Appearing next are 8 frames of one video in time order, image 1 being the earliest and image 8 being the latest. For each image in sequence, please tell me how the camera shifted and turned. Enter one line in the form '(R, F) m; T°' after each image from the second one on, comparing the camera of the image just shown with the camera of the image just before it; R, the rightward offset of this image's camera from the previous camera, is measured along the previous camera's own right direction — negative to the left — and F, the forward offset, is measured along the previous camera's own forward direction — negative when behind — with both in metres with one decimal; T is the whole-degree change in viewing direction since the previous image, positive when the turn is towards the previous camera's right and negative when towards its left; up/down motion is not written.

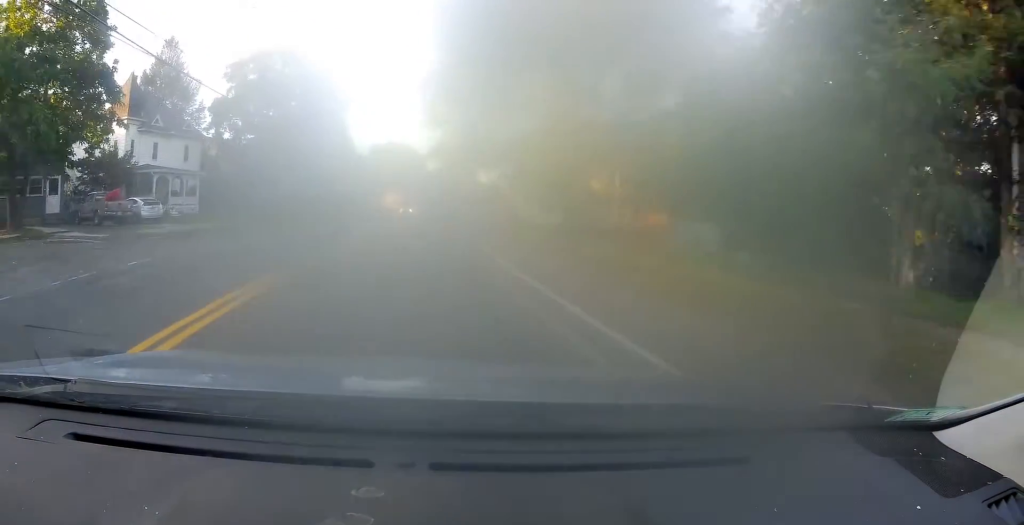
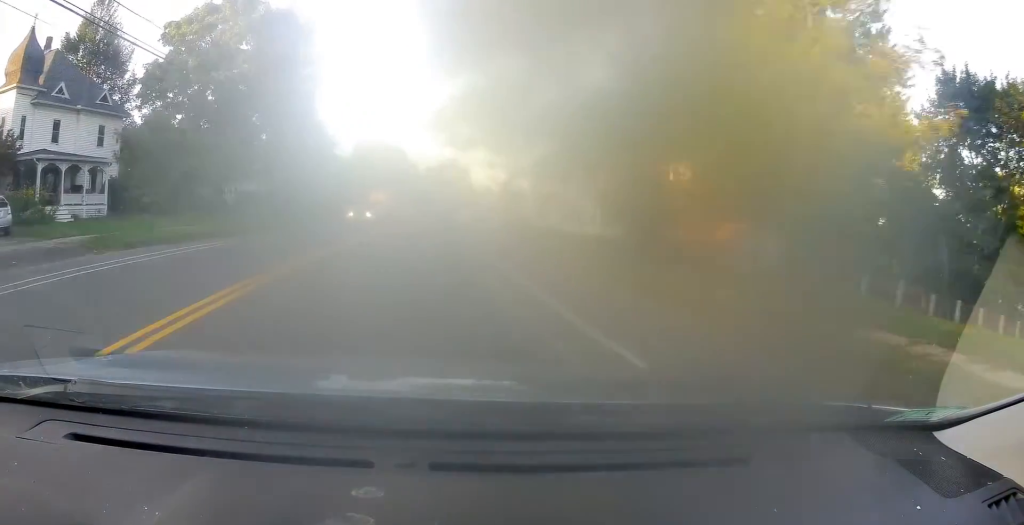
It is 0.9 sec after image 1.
(+0.1, +14.3) m; +1°
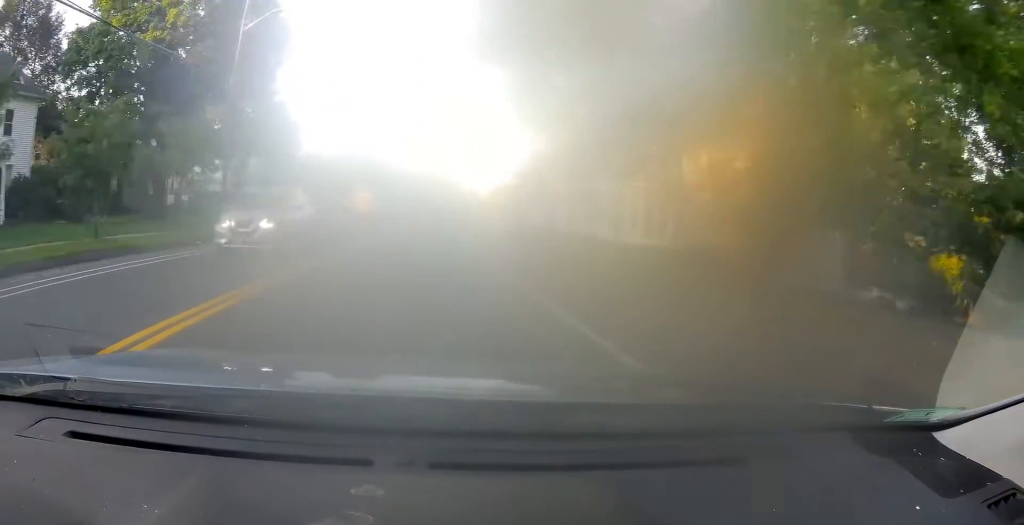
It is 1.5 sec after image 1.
(+0.1, +8.8) m; +1°
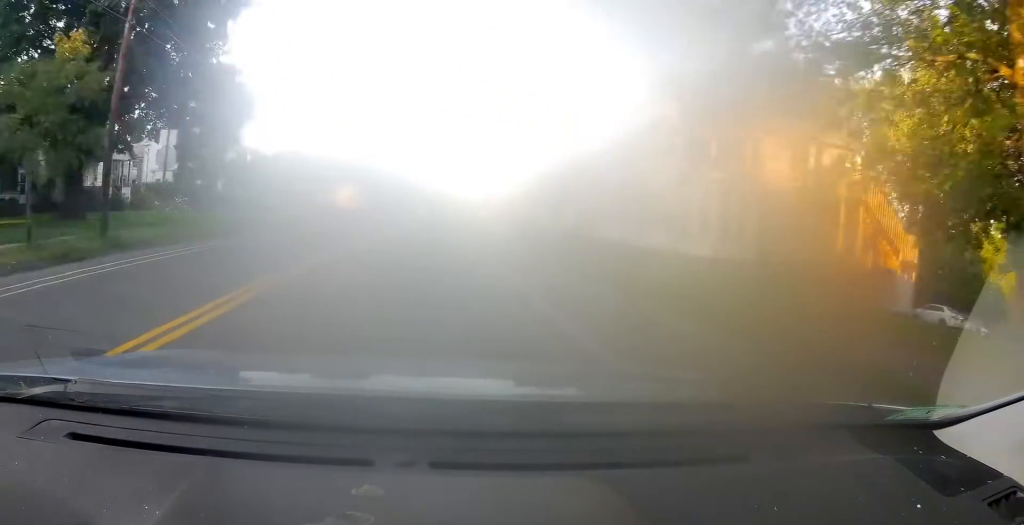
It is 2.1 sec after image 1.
(0.0, +8.9) m; +1°
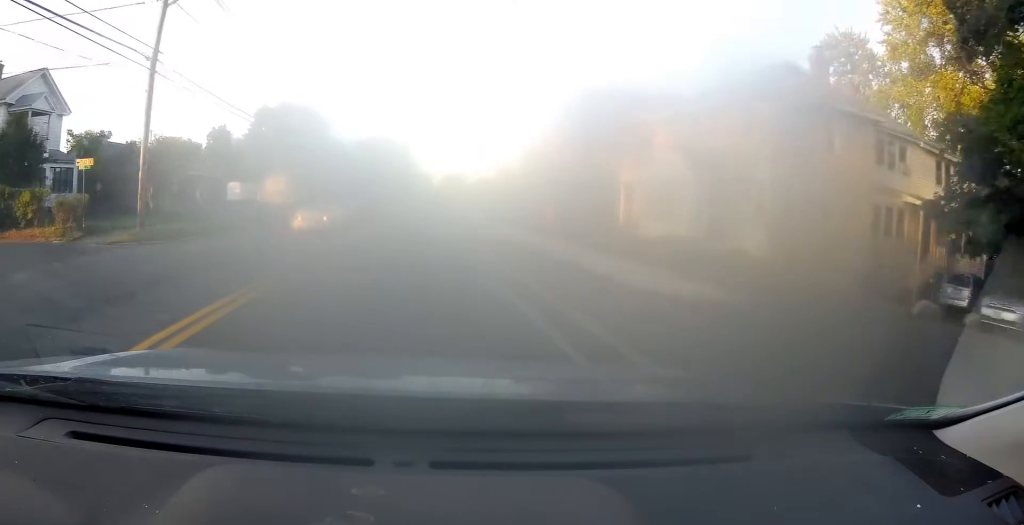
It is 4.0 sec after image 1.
(+1.4, +31.0) m; +3°
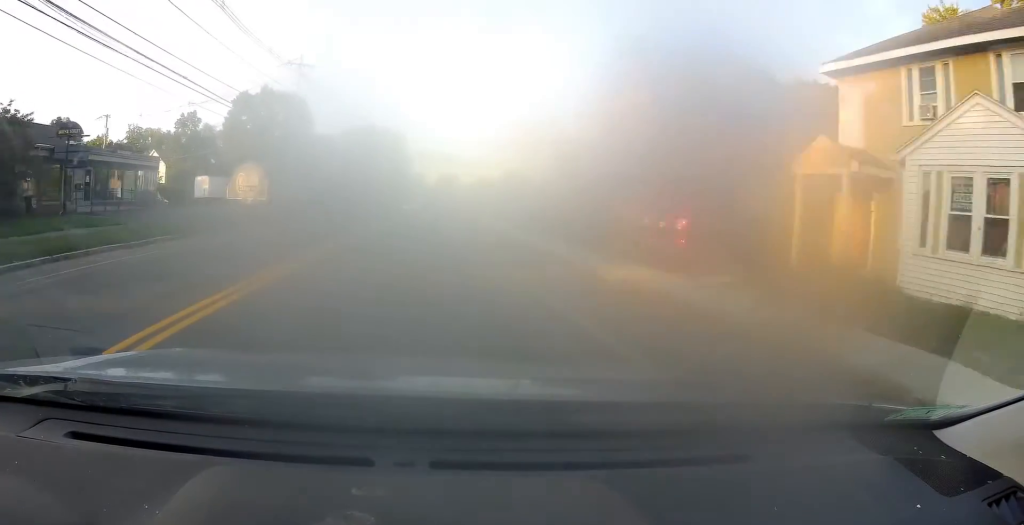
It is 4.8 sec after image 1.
(-0.3, +13.2) m; +1°
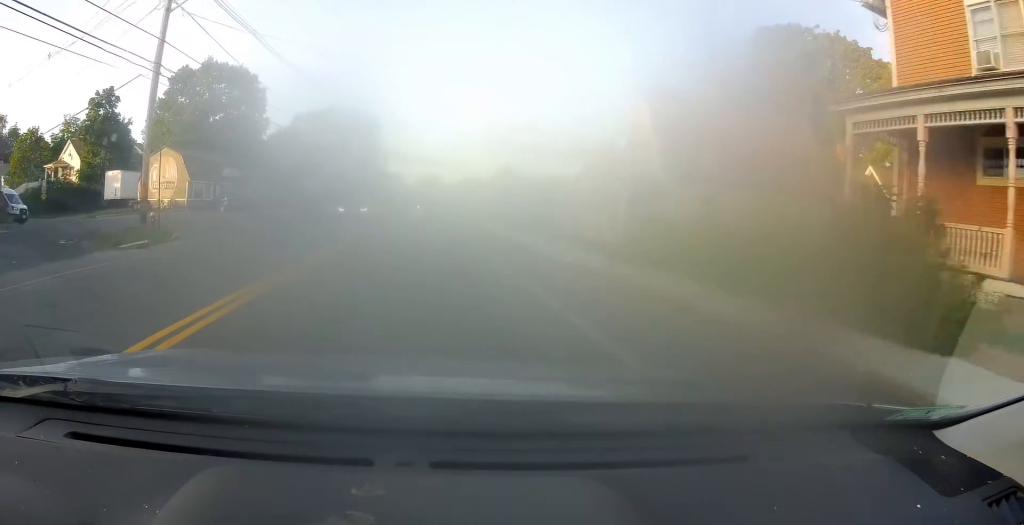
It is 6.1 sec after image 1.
(+0.7, +22.0) m; +2°
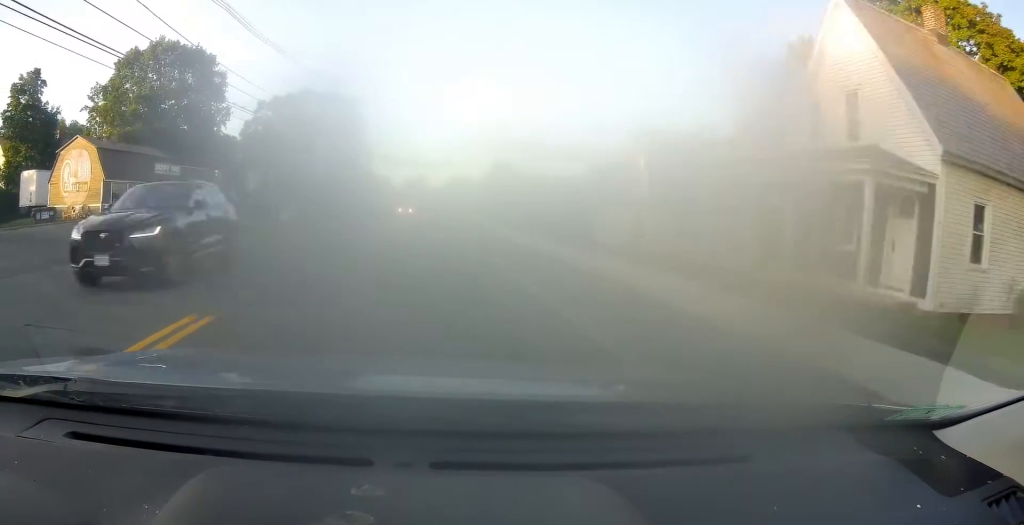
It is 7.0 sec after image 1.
(-0.4, +14.3) m; +1°
